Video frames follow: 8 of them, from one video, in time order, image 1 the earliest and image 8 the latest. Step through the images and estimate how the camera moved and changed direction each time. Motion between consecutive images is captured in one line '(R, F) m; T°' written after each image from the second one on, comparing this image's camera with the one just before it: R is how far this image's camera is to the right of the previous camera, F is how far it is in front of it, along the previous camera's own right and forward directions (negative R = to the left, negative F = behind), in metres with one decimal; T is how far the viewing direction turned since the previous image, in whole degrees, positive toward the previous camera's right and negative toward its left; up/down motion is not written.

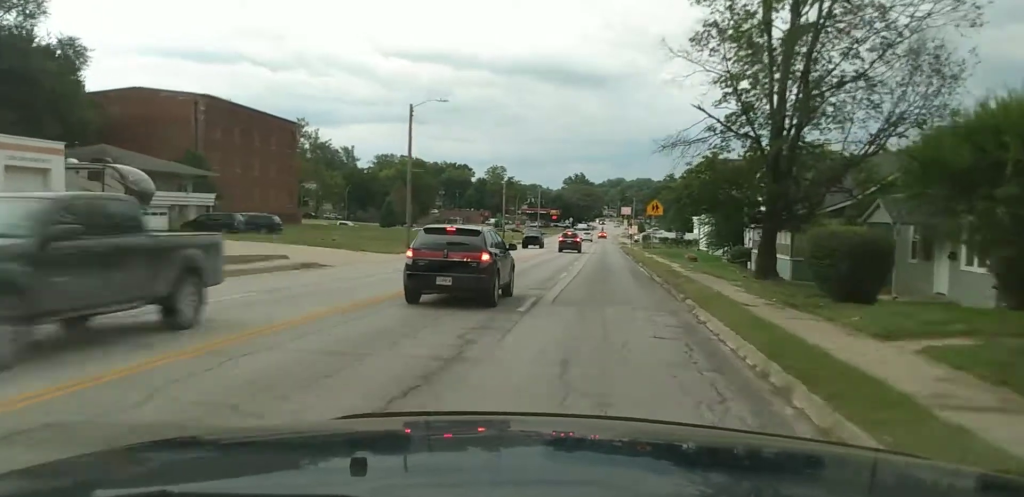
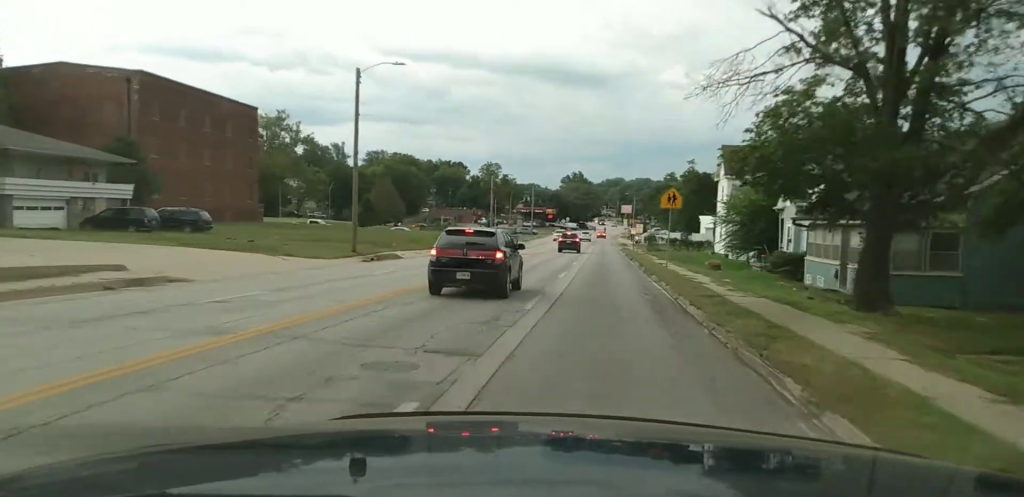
(+0.1, +11.7) m; +1°
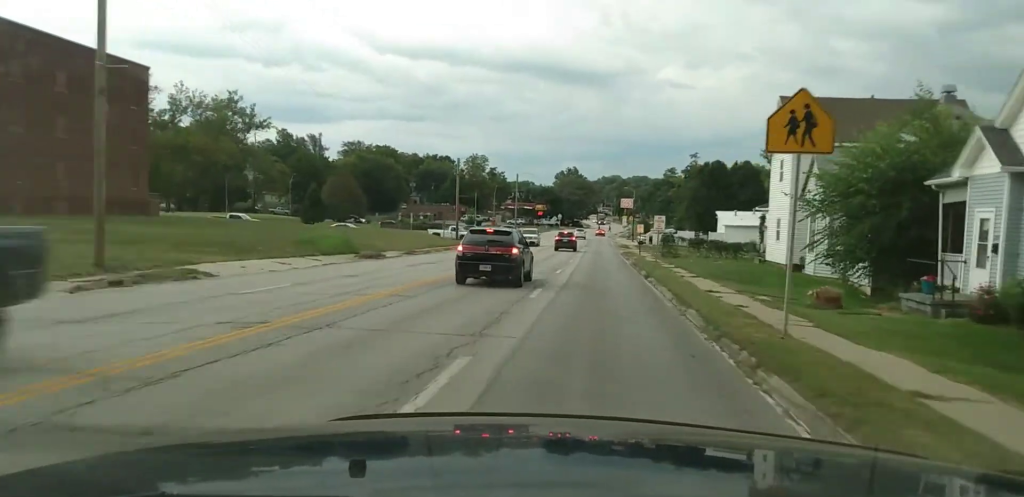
(+0.2, +22.4) m; 0°
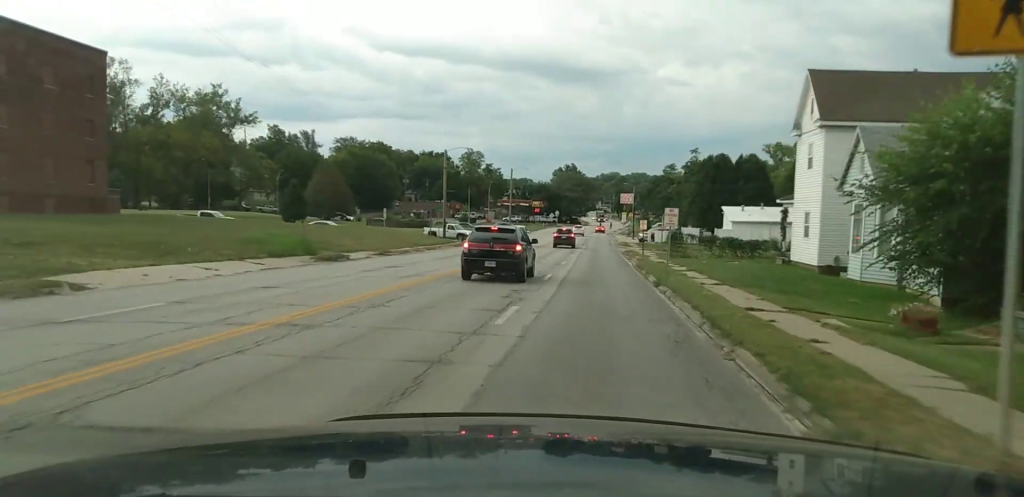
(0.0, +6.1) m; 0°
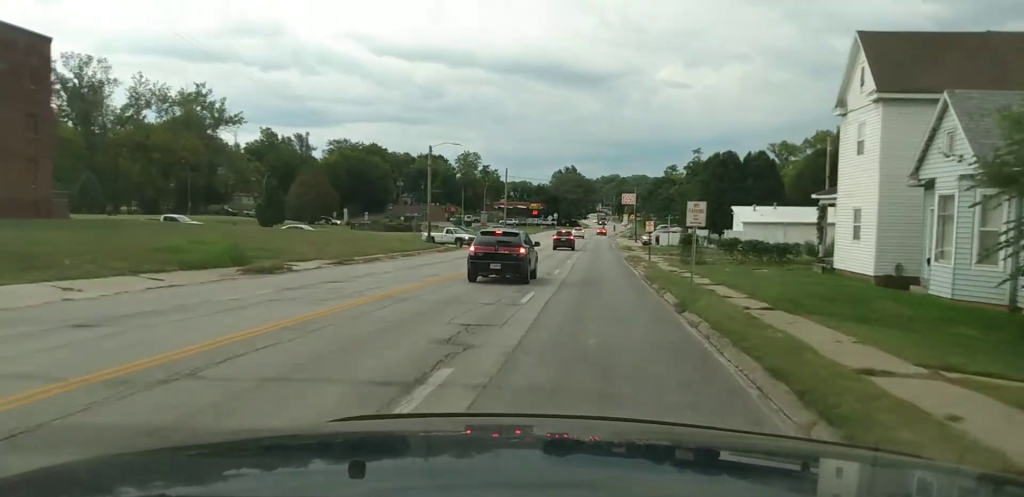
(0.0, +7.1) m; 0°
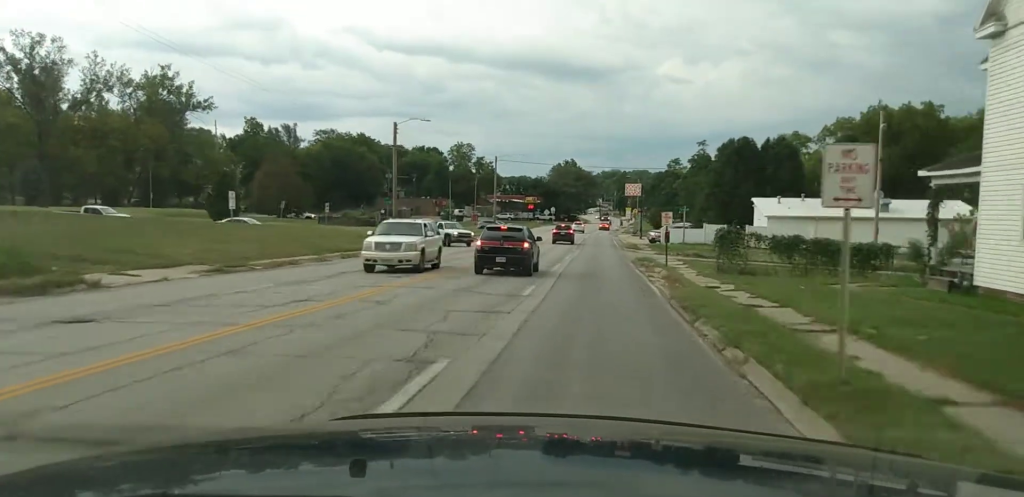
(0.0, +11.0) m; +1°
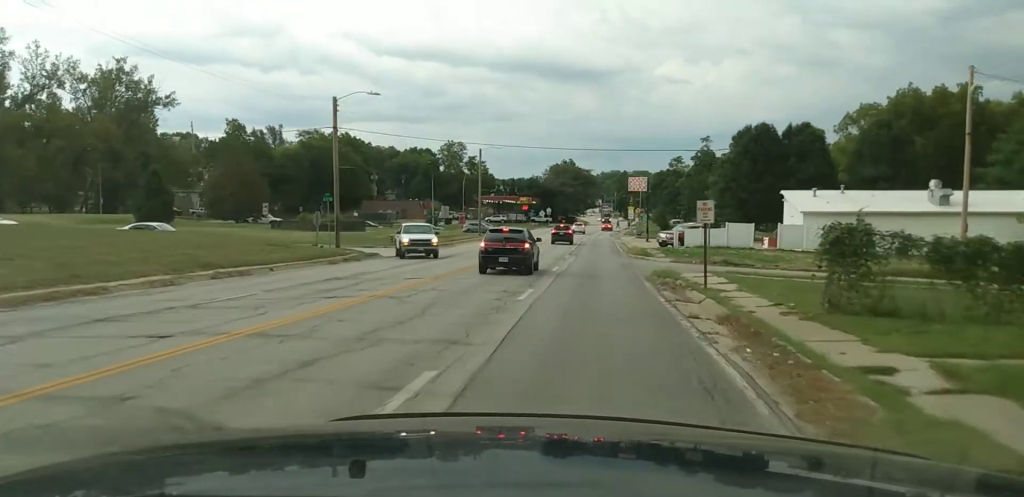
(+0.2, +13.1) m; 0°
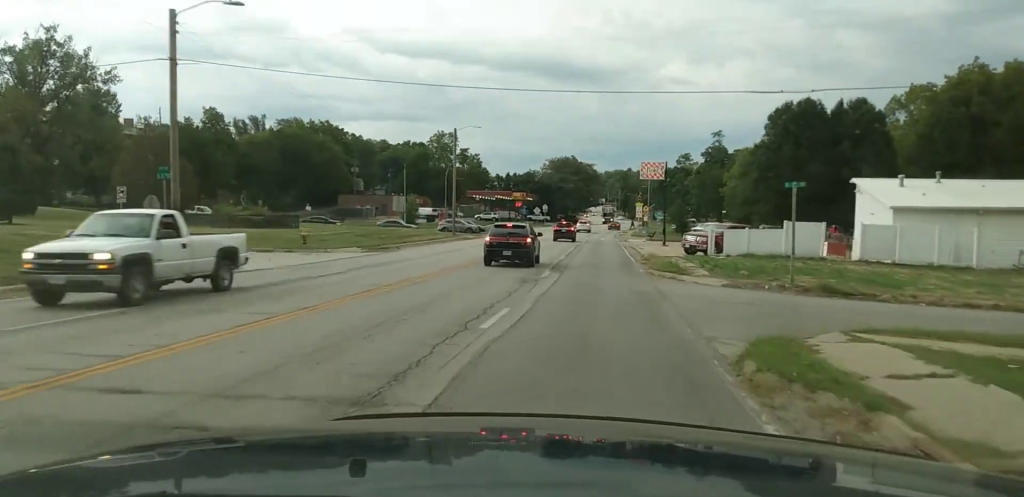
(-0.2, +18.0) m; -1°
